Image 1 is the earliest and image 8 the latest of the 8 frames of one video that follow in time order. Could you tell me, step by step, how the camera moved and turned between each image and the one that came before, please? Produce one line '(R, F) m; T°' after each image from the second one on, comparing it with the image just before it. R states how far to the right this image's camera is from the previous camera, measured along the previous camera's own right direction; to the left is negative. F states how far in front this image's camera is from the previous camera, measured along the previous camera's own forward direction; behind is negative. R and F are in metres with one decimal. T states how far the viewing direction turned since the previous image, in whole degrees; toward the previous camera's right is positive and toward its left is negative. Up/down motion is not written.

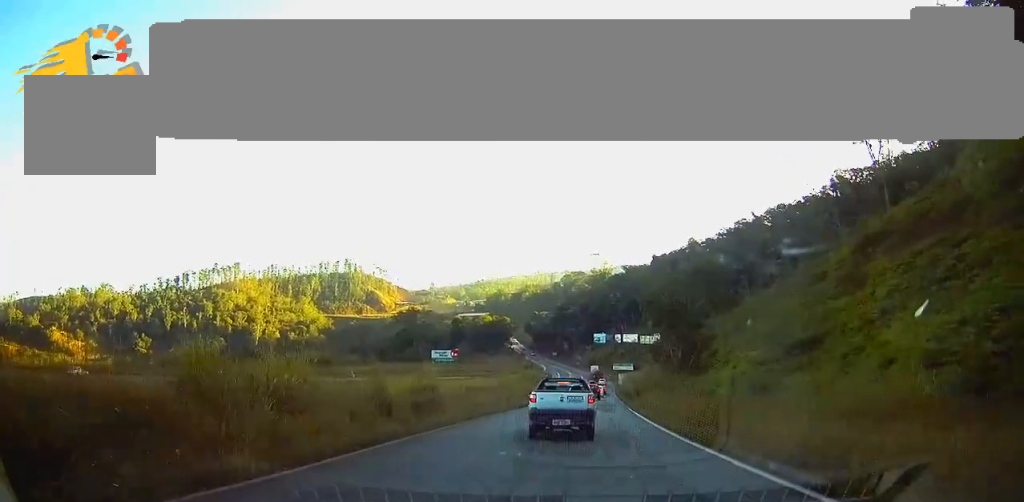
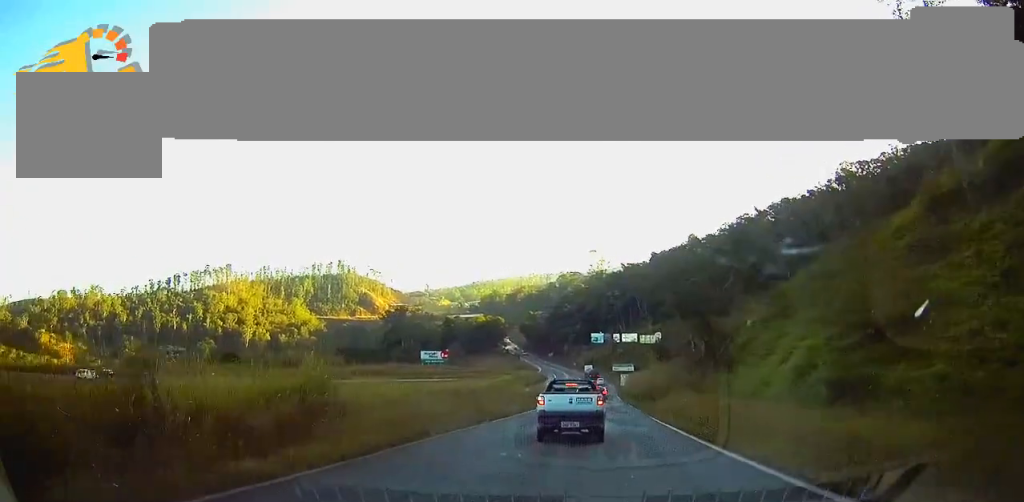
(+0.1, +11.9) m; +1°
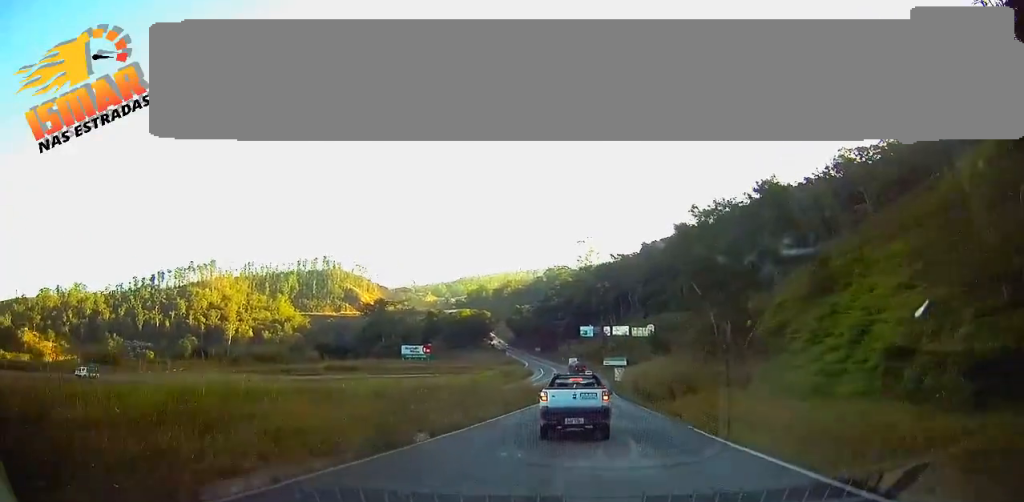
(0.0, +11.2) m; 0°
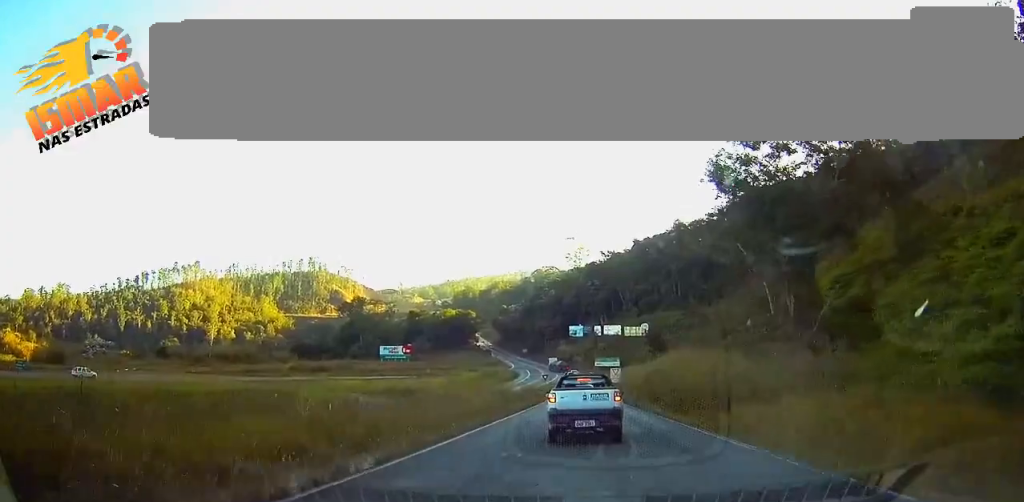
(0.0, +13.1) m; +1°
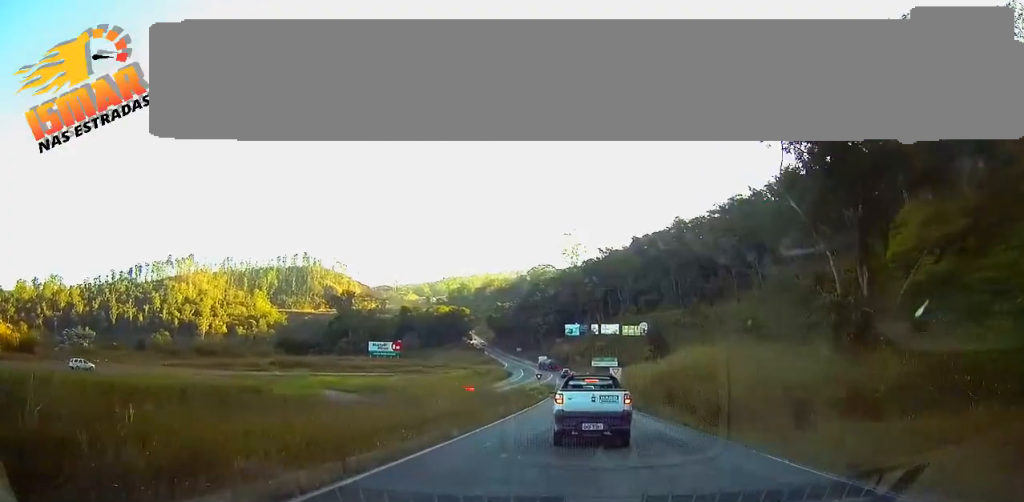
(0.0, +7.5) m; +1°
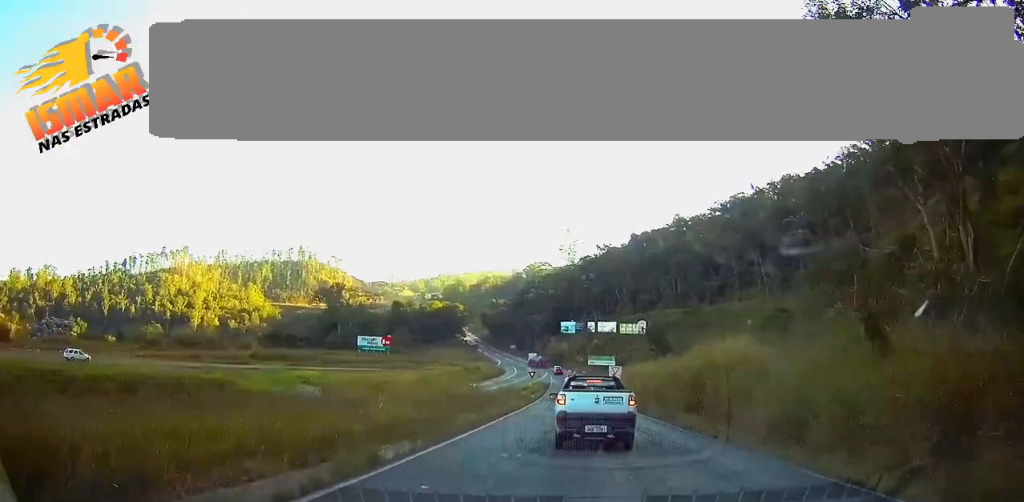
(+0.2, +6.5) m; 0°
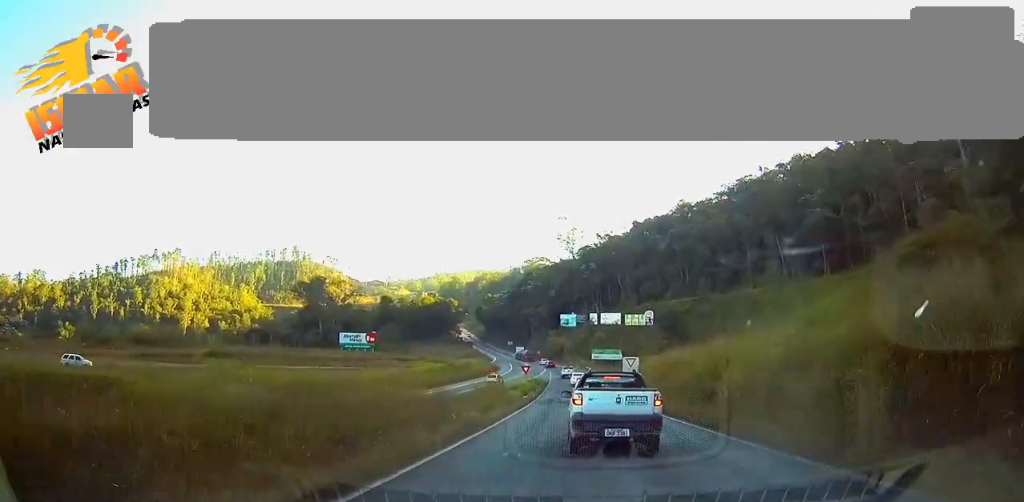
(0.0, +16.5) m; 0°
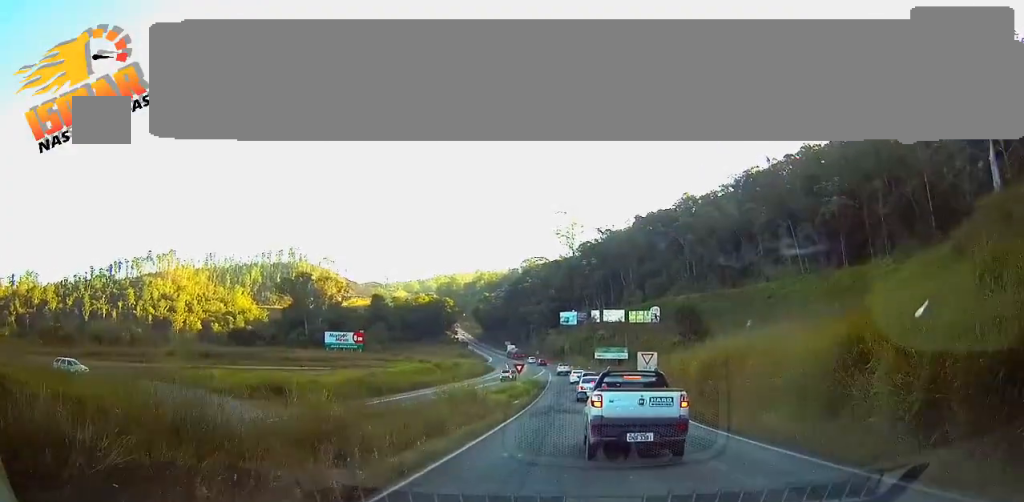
(0.0, +11.6) m; 0°
